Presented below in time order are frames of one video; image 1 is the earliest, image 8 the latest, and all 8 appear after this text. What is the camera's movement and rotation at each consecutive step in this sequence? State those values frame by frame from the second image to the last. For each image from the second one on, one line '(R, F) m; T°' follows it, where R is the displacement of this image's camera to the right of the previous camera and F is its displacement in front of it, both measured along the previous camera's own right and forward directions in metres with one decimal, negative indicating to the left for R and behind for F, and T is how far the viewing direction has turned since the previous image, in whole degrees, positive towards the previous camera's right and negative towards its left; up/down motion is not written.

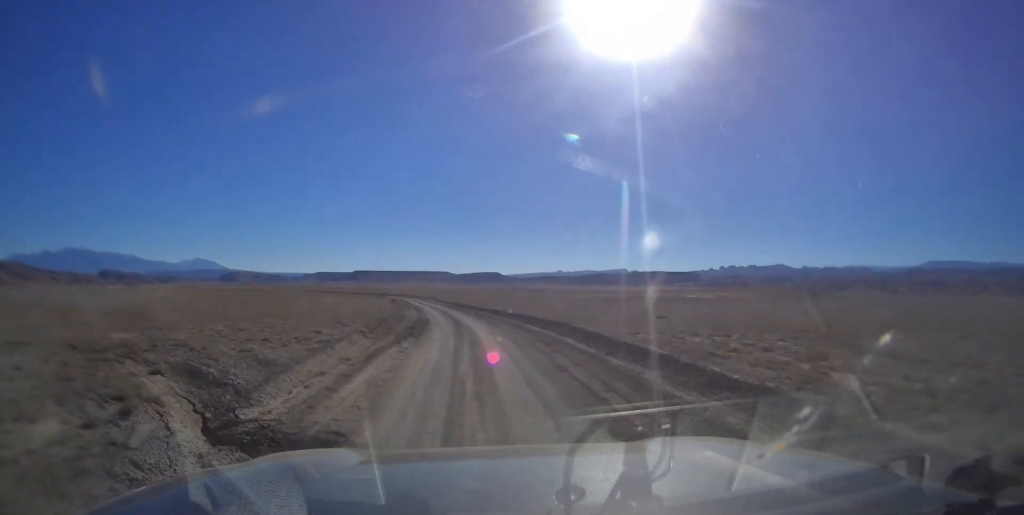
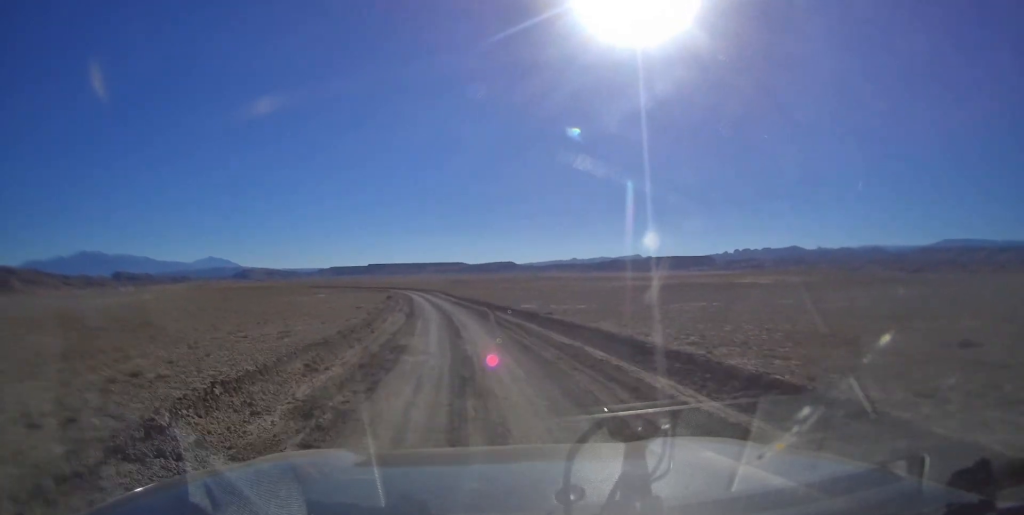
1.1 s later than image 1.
(-0.4, +16.5) m; -1°
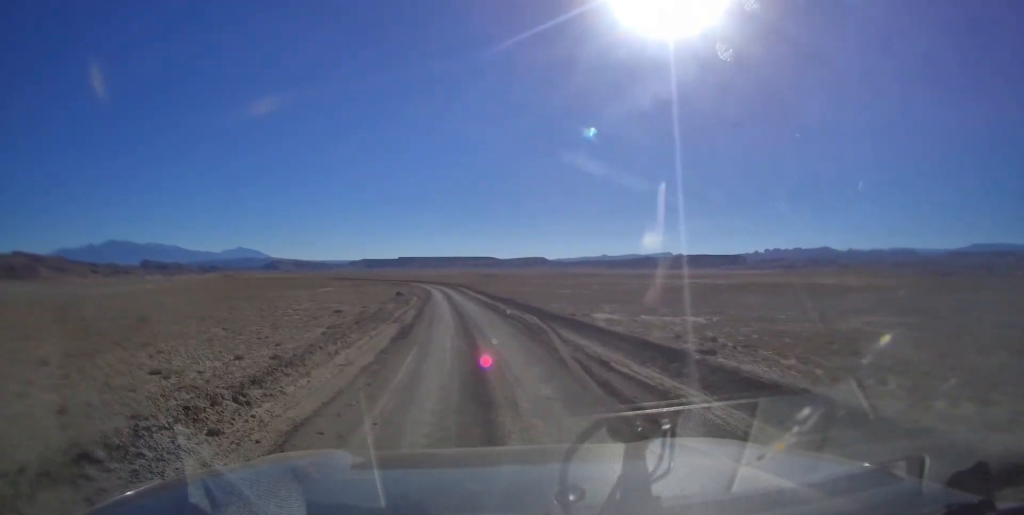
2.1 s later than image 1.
(-0.2, +14.6) m; -1°
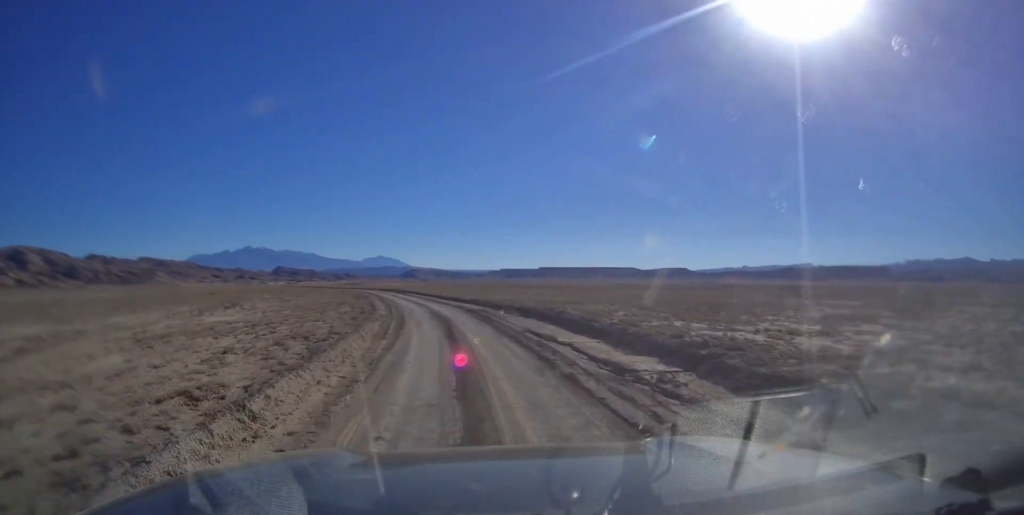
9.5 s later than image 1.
(-10.9, +115.8) m; -12°
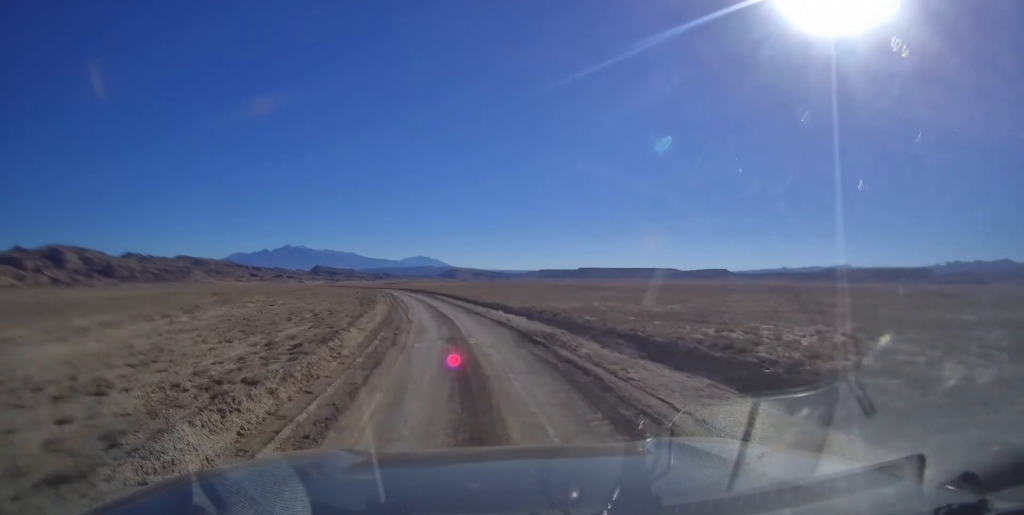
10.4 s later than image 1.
(0.0, +15.5) m; -3°
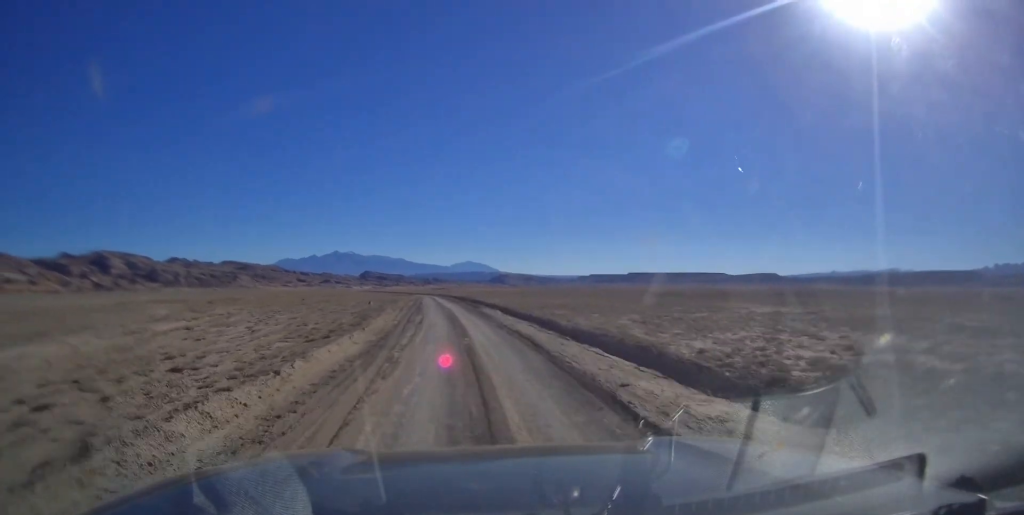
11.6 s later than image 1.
(-1.1, +20.1) m; -6°
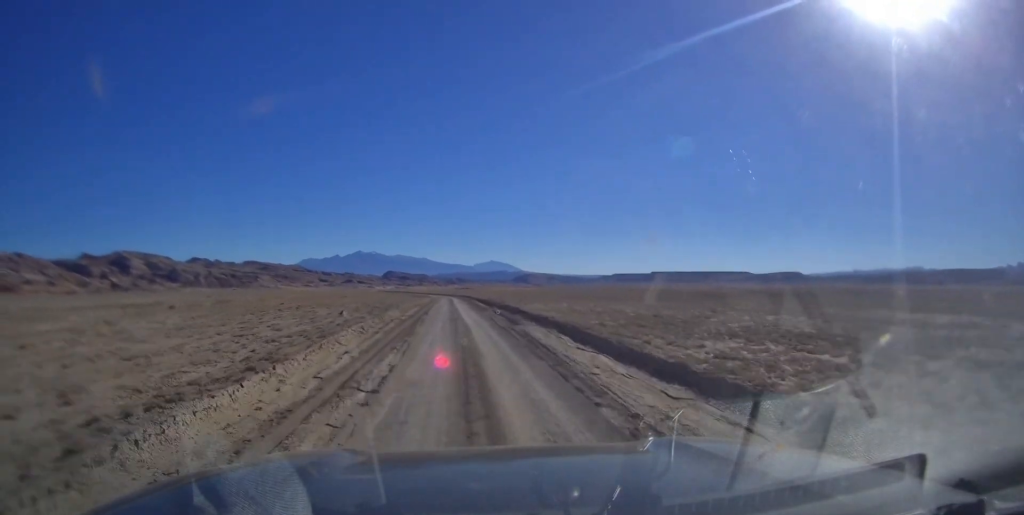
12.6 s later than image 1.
(-0.7, +16.8) m; -4°
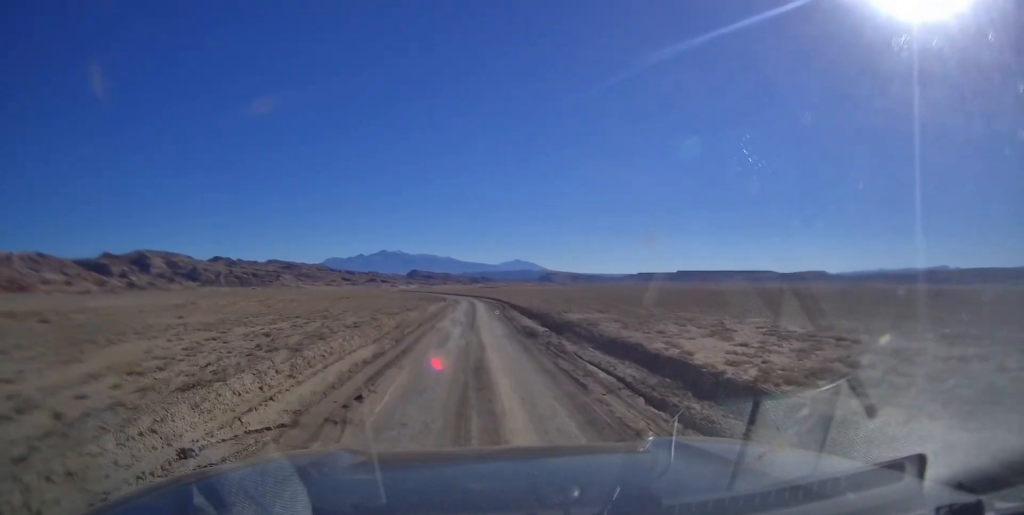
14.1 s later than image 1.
(-1.6, +24.8) m; -6°
